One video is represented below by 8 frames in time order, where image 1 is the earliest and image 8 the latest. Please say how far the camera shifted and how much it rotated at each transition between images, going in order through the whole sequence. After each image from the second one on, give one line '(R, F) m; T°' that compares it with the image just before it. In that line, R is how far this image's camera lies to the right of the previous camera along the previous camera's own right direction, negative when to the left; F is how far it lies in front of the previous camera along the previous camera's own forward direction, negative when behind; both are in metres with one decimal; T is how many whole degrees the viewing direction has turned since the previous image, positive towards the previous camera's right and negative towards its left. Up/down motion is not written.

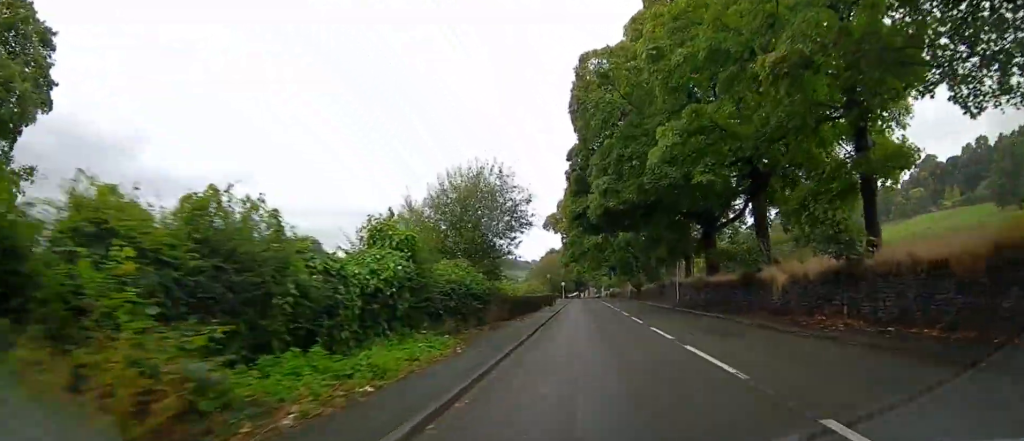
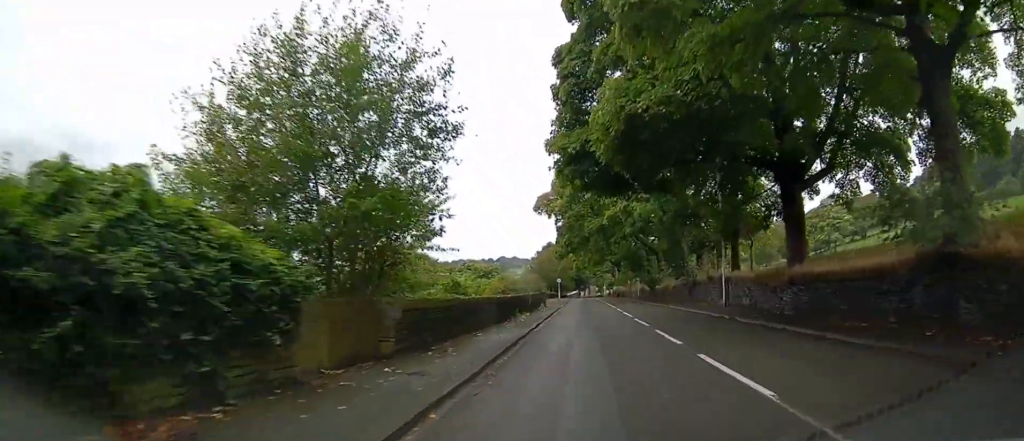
(-0.1, +14.7) m; +1°
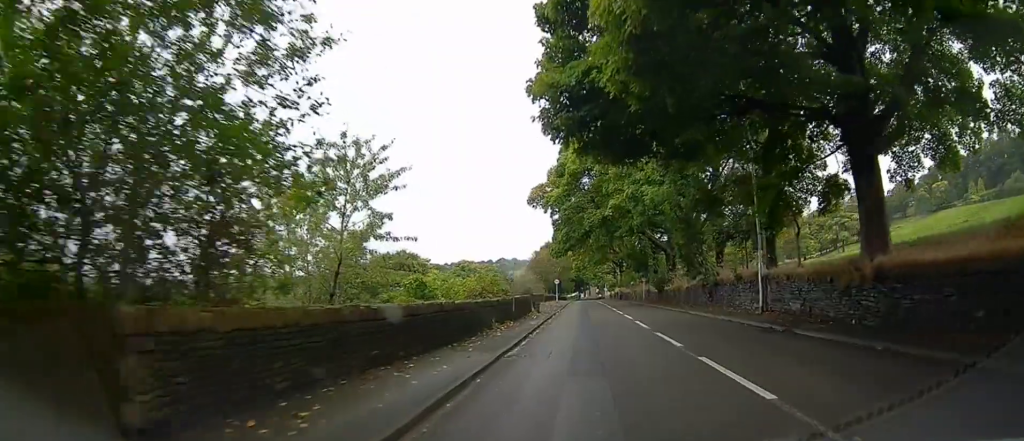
(+0.1, +5.9) m; +1°
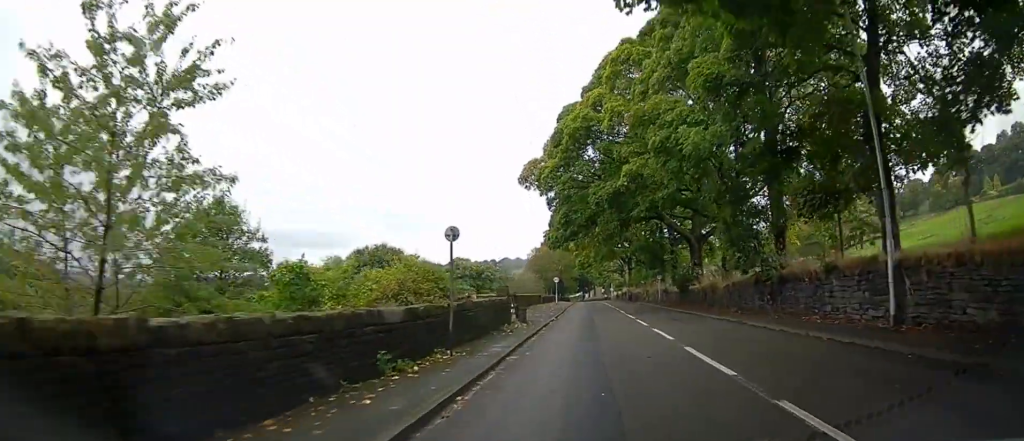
(+0.1, +10.1) m; -1°
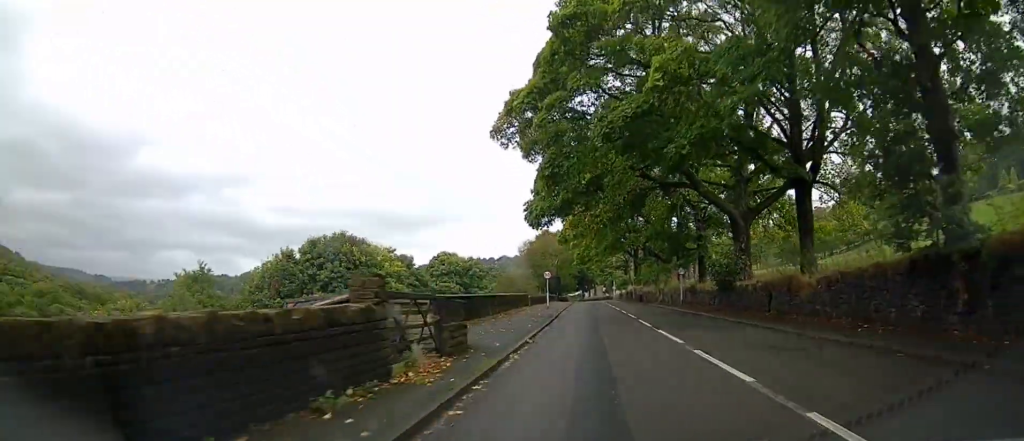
(-0.3, +12.4) m; -1°
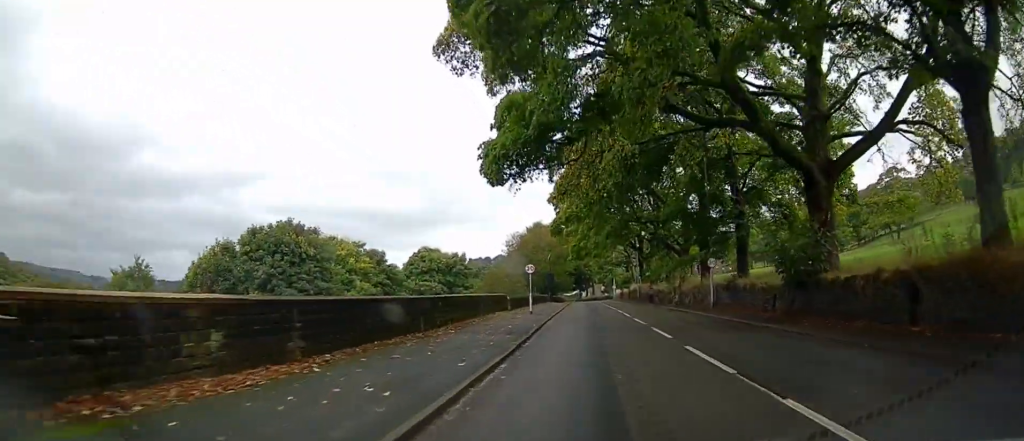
(0.0, +11.2) m; 0°
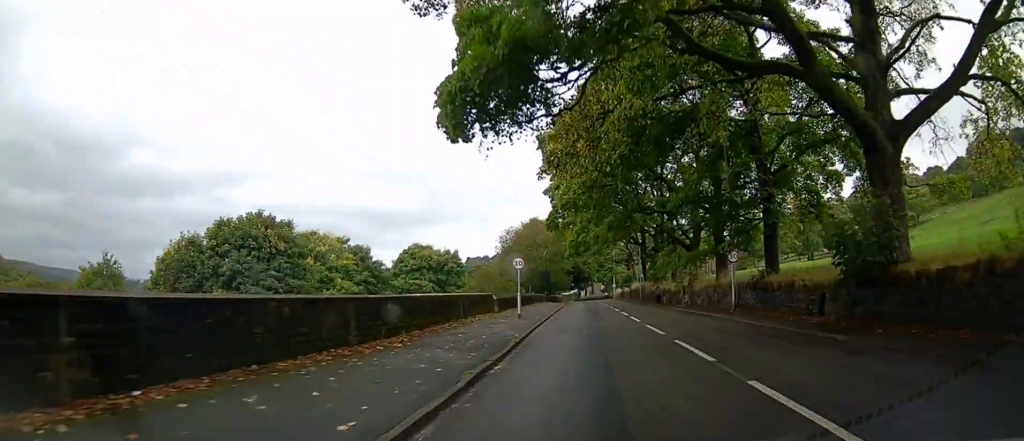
(+0.2, +4.8) m; 0°
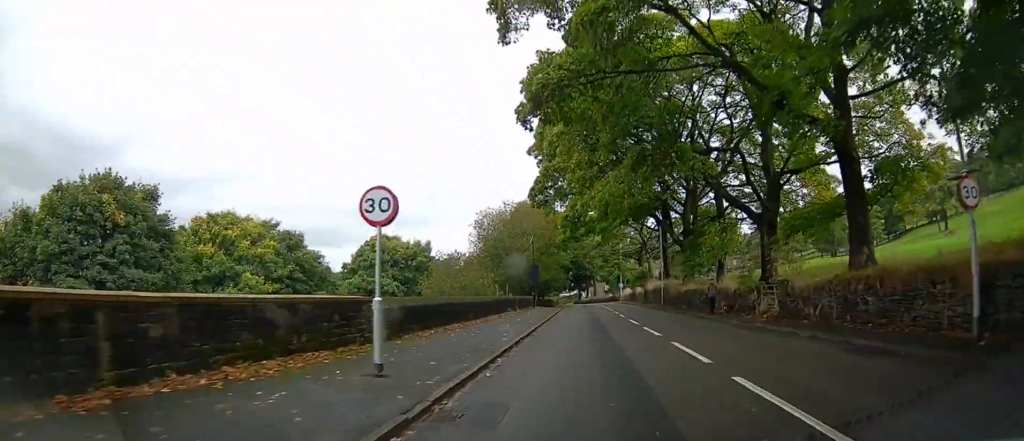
(-0.2, +17.5) m; +1°
